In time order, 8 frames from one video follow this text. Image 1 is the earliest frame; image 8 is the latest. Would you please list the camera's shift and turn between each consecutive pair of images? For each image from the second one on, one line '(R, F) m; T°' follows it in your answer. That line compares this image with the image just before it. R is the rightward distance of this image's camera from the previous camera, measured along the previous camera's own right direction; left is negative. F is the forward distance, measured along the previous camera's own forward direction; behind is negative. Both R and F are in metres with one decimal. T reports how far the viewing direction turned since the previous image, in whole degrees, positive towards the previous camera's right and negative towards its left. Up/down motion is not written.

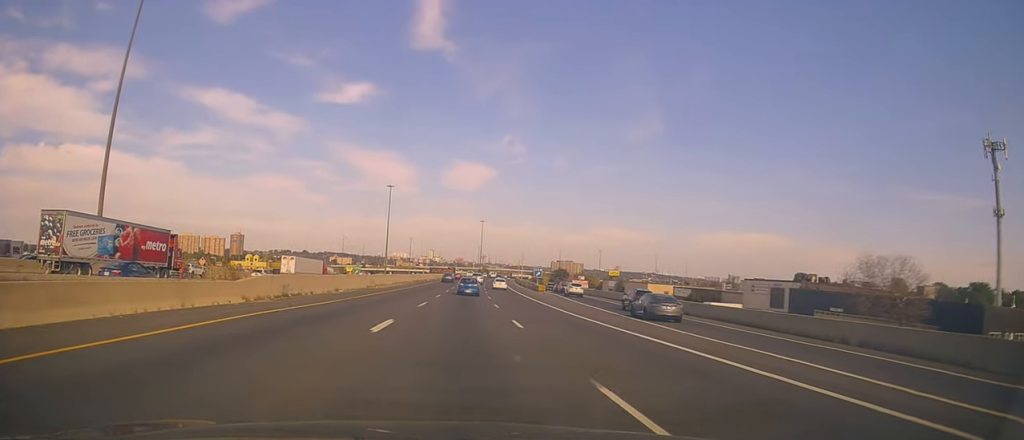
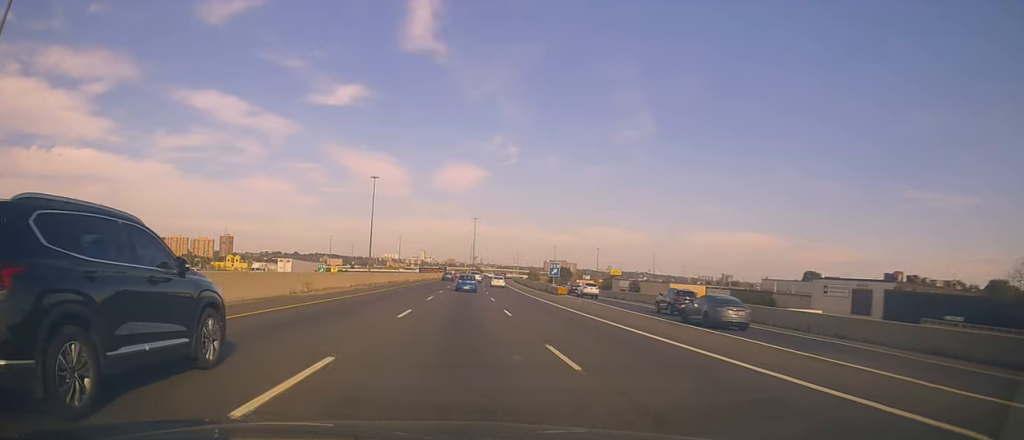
(-0.5, +20.3) m; 0°
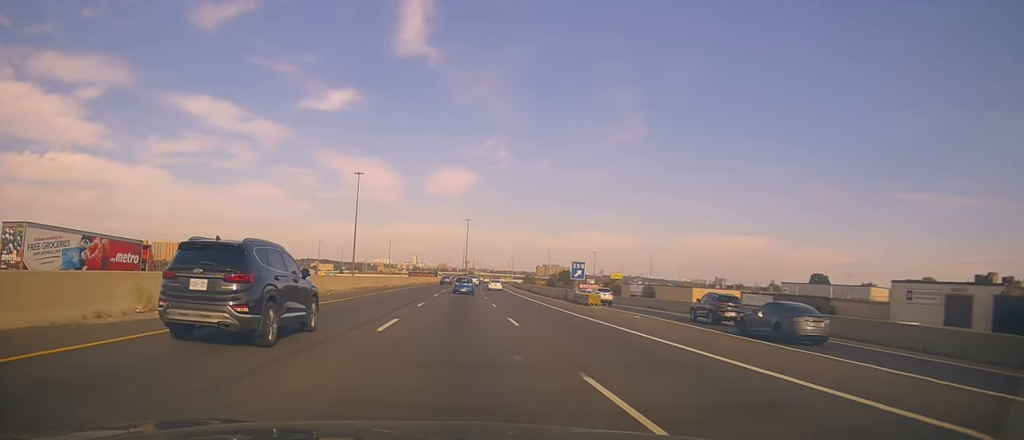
(+0.3, +16.1) m; +1°
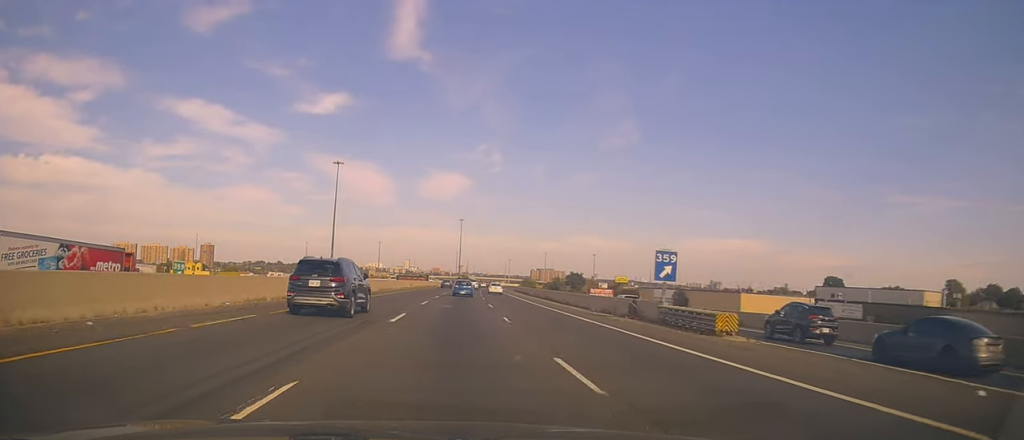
(+0.3, +21.6) m; +1°
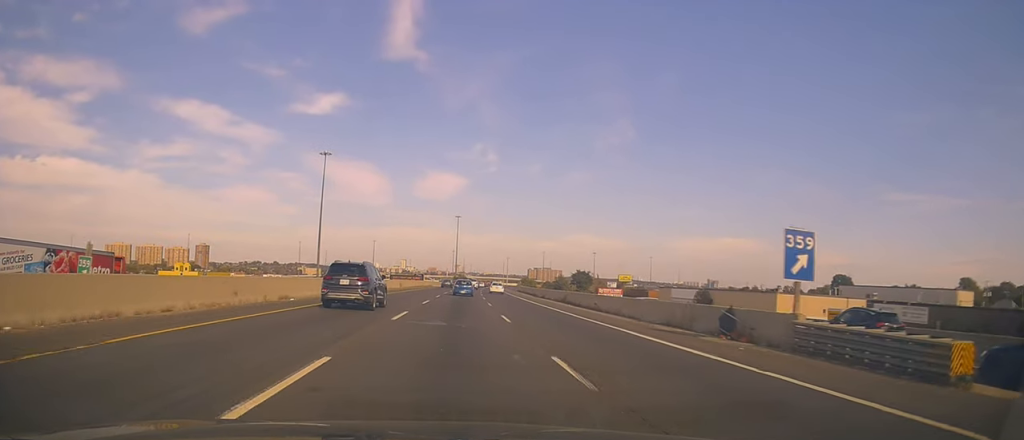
(0.0, +11.3) m; 0°
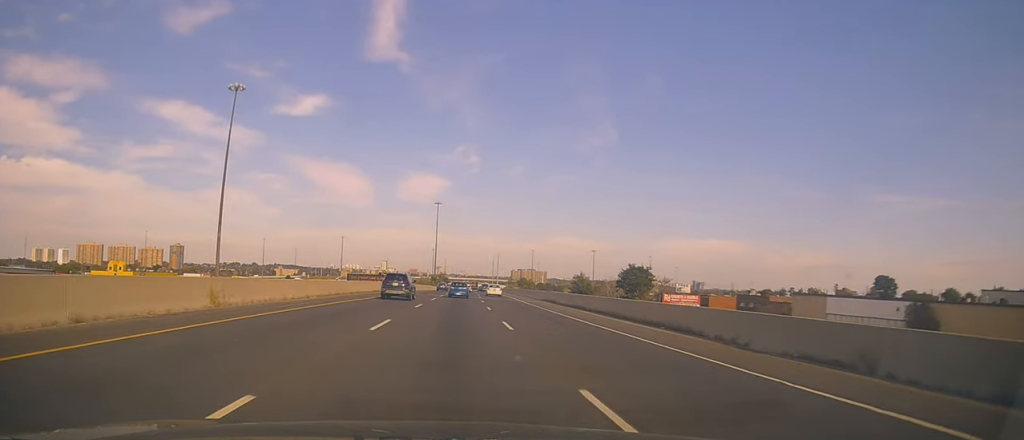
(+1.0, +52.0) m; +3°
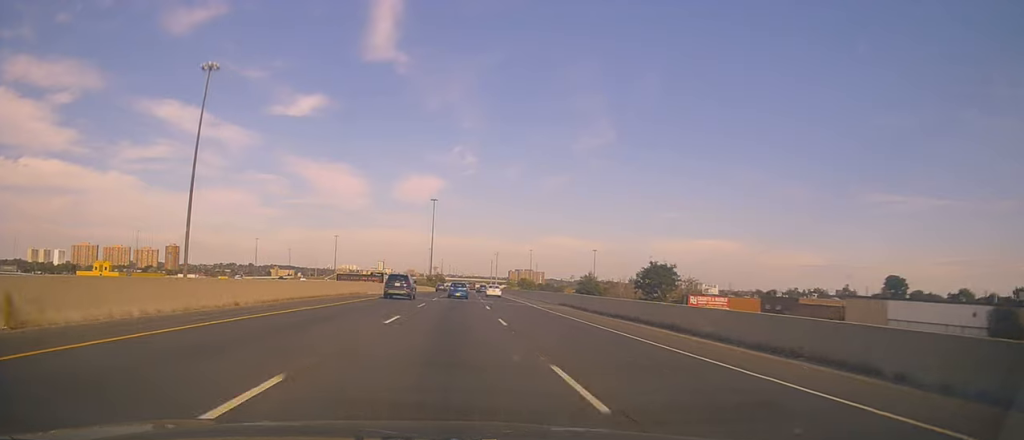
(+0.4, +10.3) m; 0°
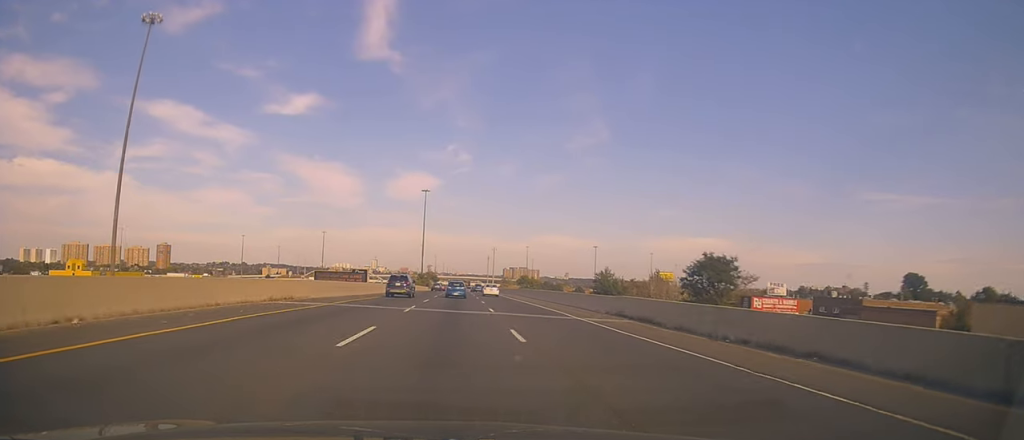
(-0.3, +17.8) m; 0°
